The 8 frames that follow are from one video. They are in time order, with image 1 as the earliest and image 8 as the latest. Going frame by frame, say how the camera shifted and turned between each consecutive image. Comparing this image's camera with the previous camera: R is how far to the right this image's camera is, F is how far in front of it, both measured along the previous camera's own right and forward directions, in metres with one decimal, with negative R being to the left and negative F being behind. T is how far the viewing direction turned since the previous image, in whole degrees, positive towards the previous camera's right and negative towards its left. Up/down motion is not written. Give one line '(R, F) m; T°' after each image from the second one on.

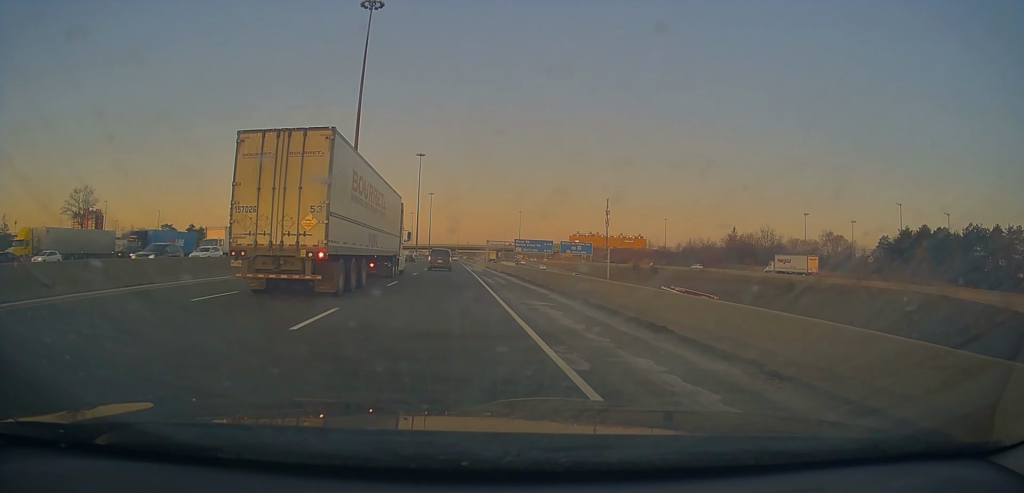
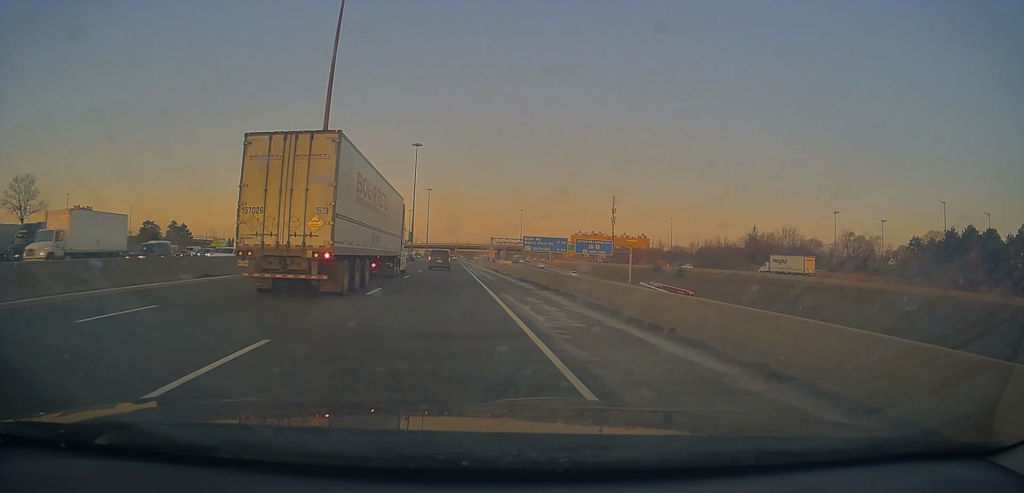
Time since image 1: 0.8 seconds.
(-0.3, +16.8) m; +1°
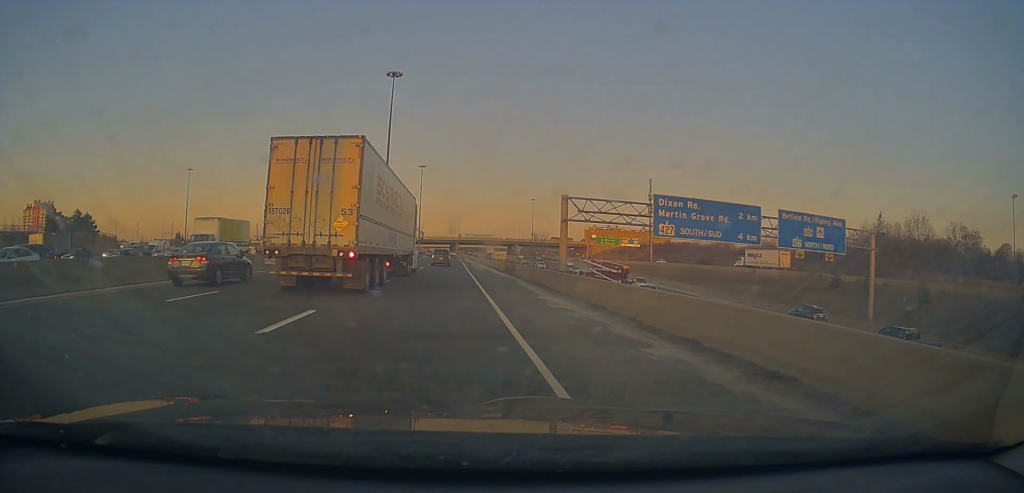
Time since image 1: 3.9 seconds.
(0.0, +68.6) m; +1°
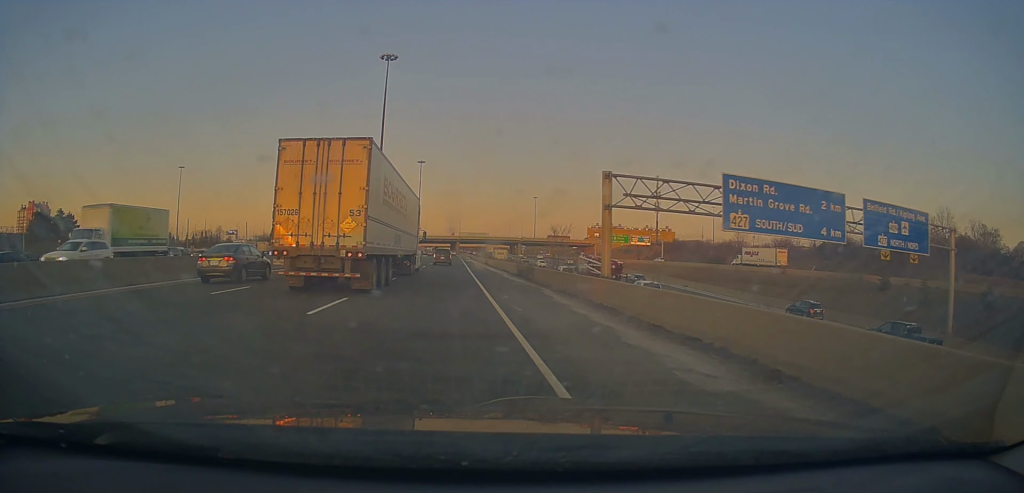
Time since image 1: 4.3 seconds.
(0.0, +9.7) m; 0°
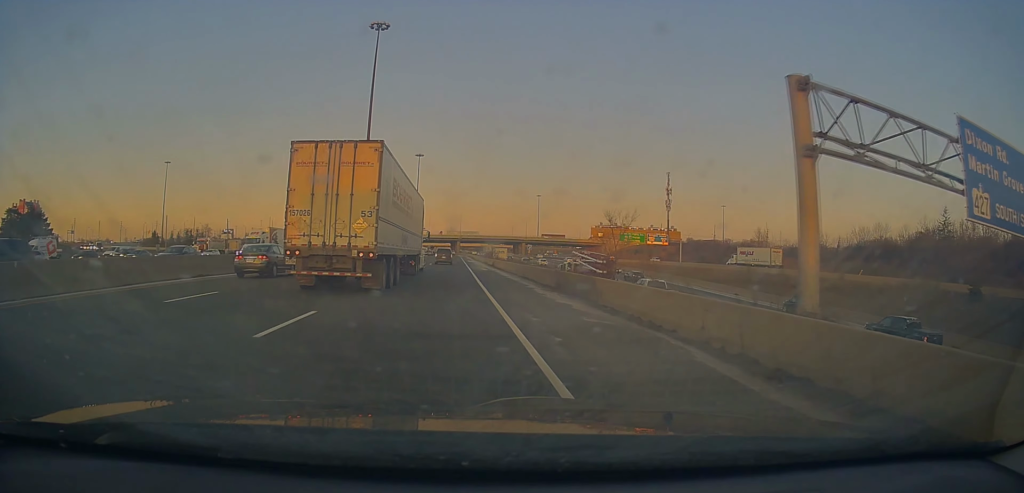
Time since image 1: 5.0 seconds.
(+0.1, +14.9) m; -1°
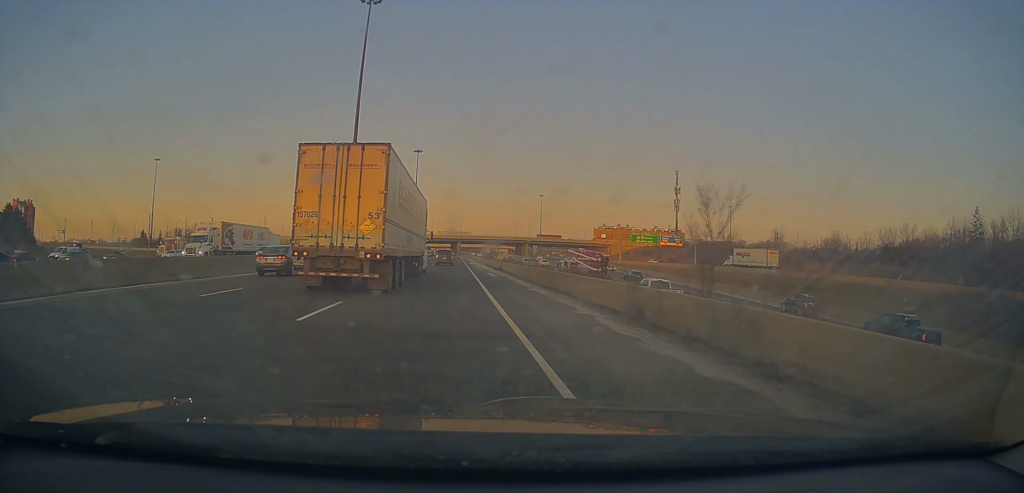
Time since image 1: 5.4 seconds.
(-0.3, +10.4) m; +1°
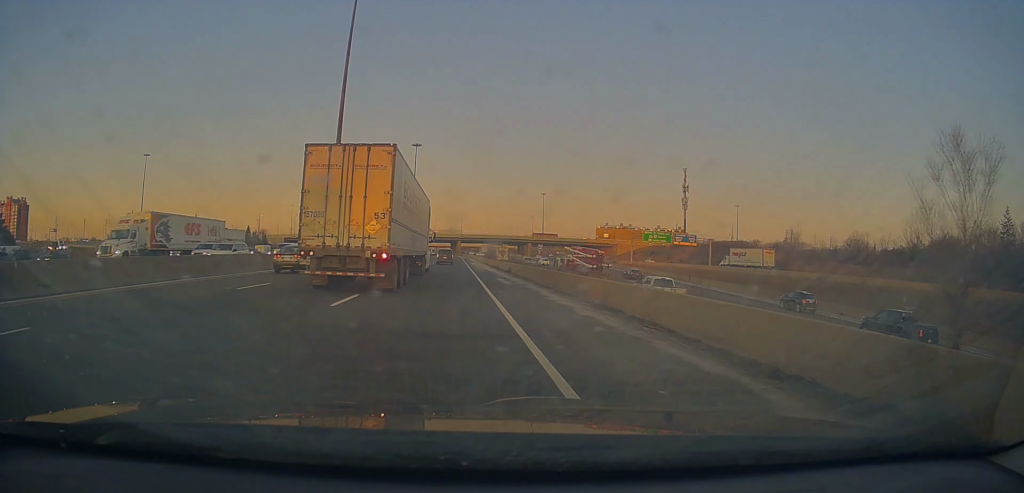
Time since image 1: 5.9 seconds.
(-0.4, +9.7) m; +1°
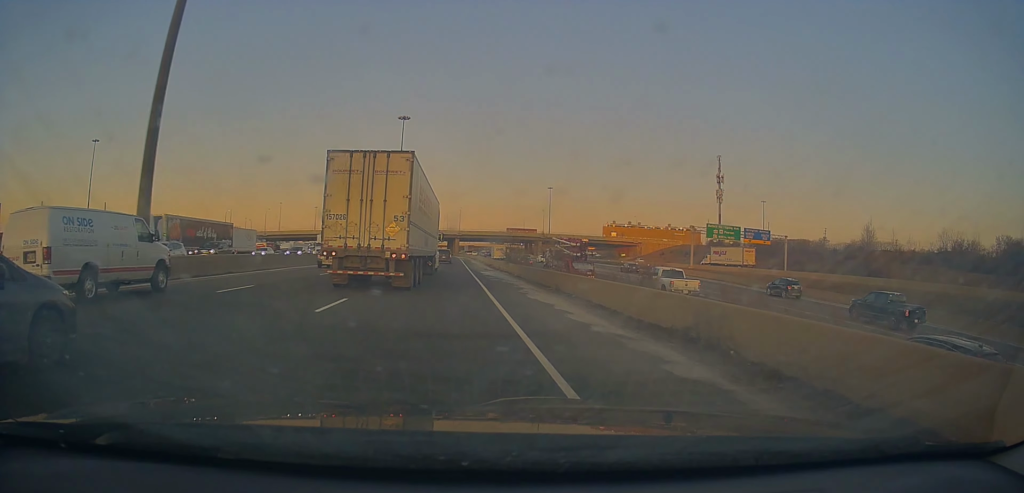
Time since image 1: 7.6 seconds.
(+0.5, +37.9) m; -1°
